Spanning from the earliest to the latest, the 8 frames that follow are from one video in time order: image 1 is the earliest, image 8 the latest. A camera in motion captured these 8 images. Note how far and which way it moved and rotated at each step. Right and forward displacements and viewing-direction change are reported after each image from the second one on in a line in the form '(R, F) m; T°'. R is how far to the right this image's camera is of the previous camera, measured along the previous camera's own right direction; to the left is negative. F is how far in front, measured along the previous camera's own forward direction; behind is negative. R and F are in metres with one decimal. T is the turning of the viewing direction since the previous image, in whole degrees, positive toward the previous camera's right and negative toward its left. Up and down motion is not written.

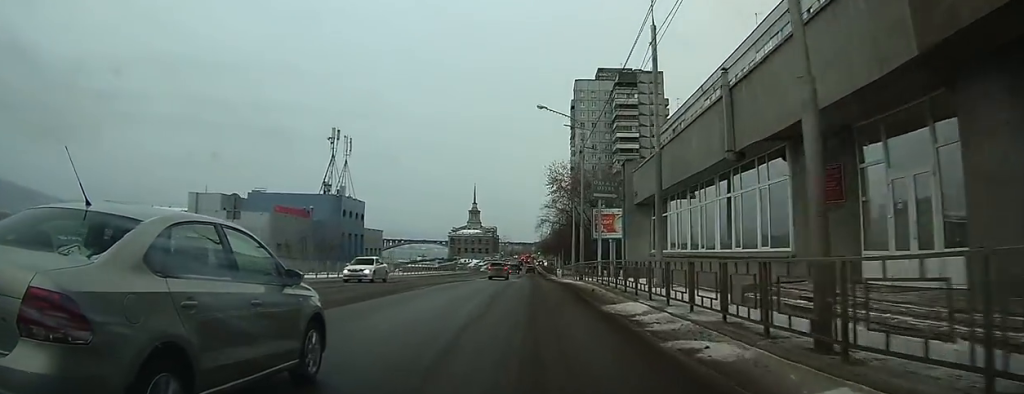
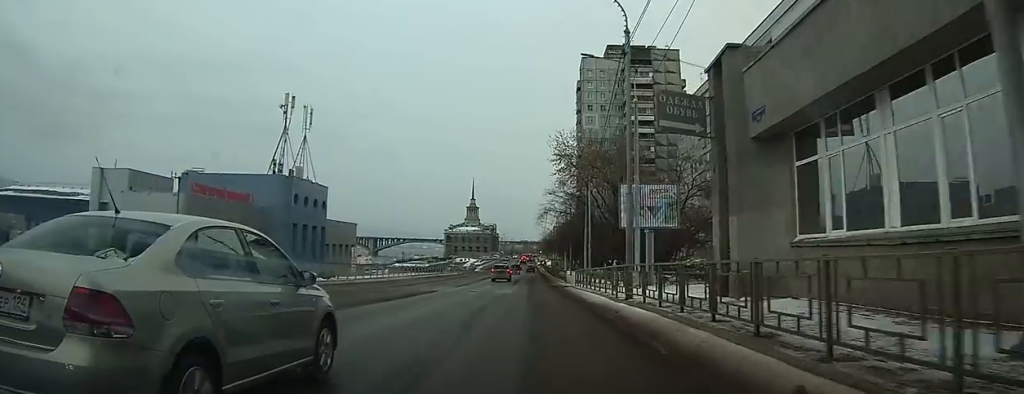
(+0.1, +13.2) m; +2°
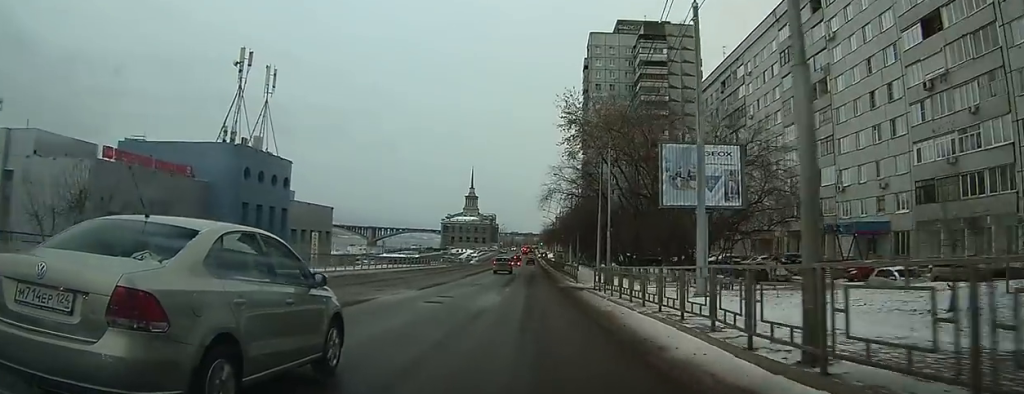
(+0.2, +10.4) m; +4°
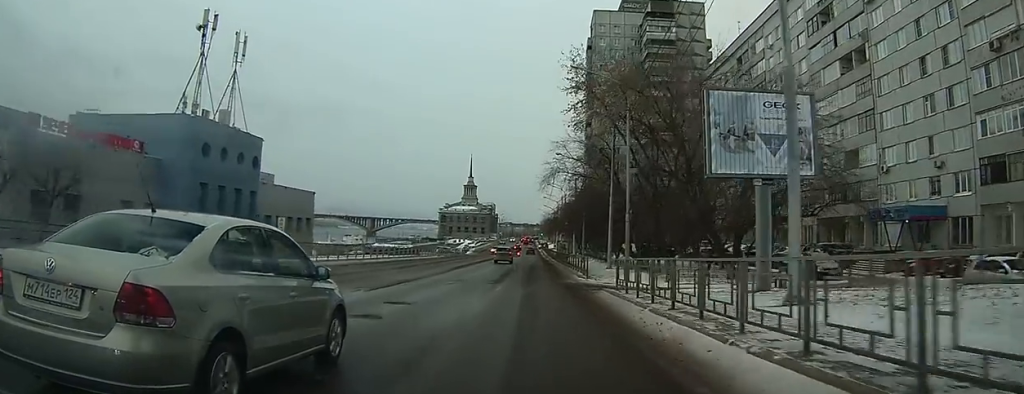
(+0.2, +7.0) m; +1°
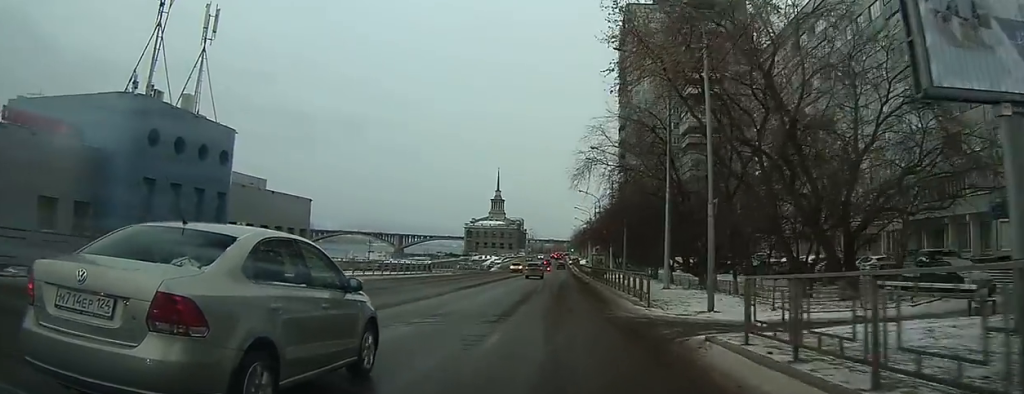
(+0.1, +10.6) m; -2°
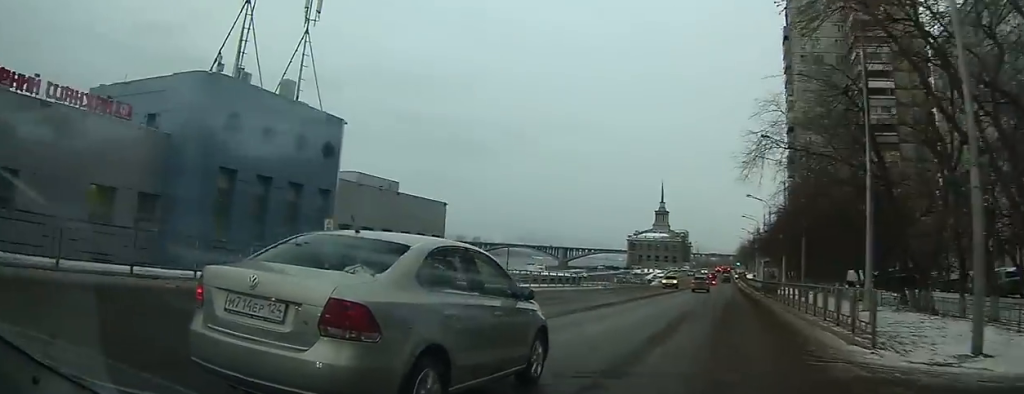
(-0.2, +8.1) m; -3°
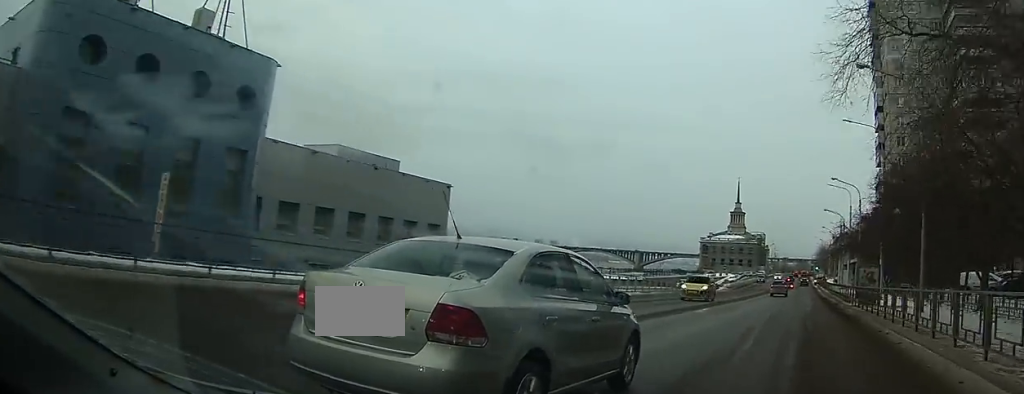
(-0.7, +14.8) m; -5°
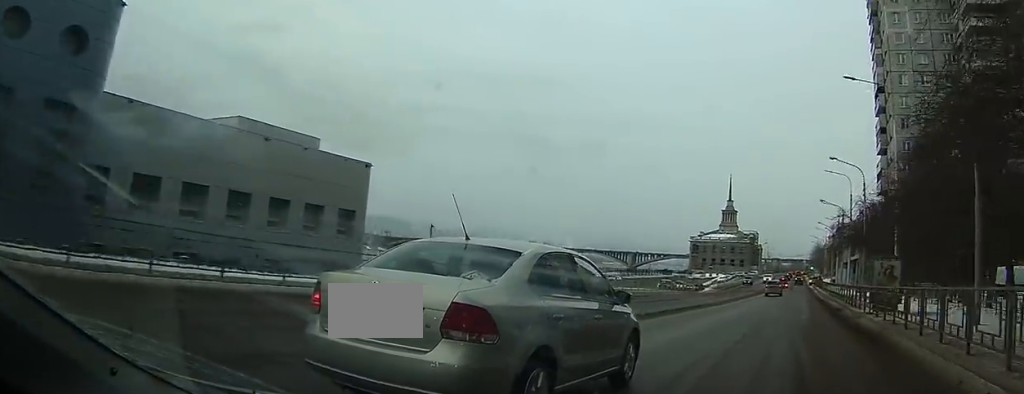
(-0.3, +10.0) m; -4°
